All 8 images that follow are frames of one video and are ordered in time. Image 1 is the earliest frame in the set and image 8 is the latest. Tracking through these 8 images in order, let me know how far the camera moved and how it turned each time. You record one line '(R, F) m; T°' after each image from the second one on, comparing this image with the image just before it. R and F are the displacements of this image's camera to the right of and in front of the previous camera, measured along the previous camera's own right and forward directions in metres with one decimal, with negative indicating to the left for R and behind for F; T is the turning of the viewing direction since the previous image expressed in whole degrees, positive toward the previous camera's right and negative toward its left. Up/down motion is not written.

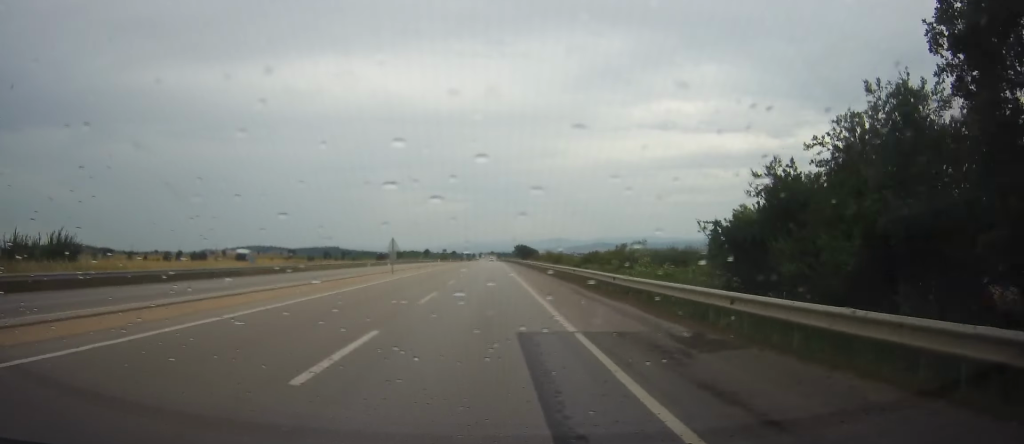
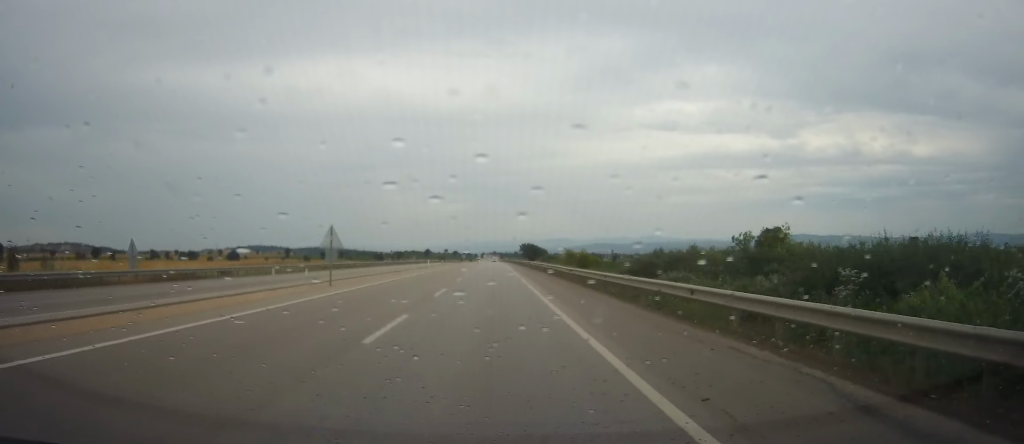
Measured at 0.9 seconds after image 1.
(+0.2, +20.7) m; 0°
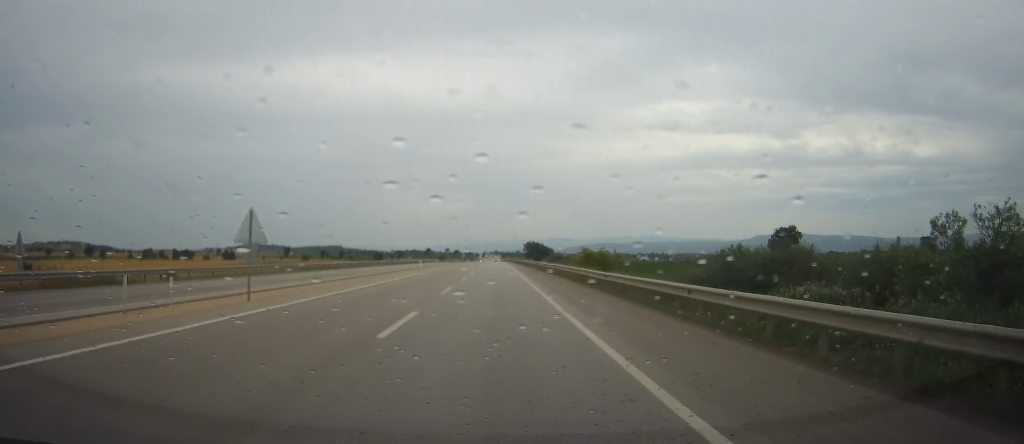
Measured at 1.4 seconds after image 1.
(+0.1, +11.0) m; 0°
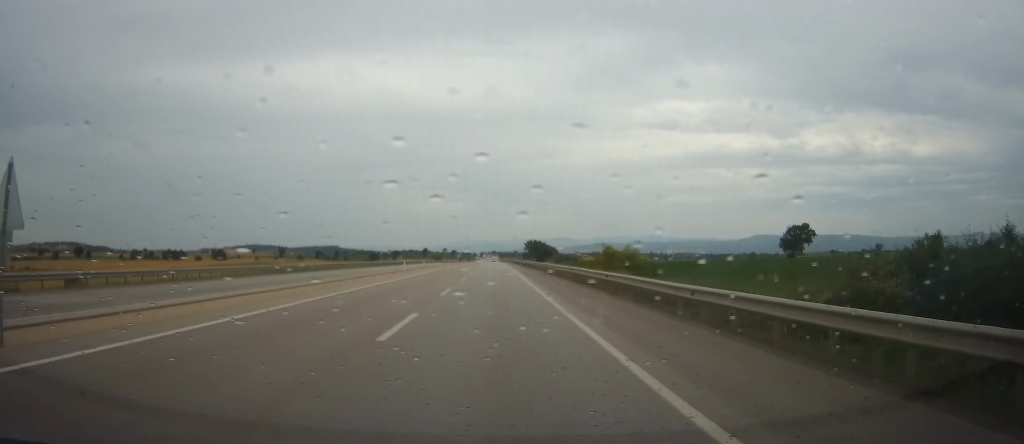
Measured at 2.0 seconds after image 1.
(-0.1, +12.3) m; 0°
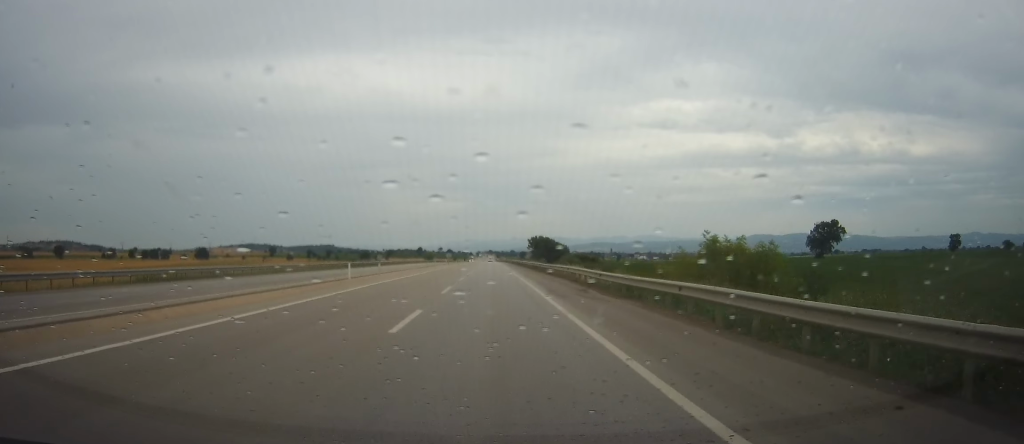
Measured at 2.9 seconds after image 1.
(-0.1, +22.1) m; +1°
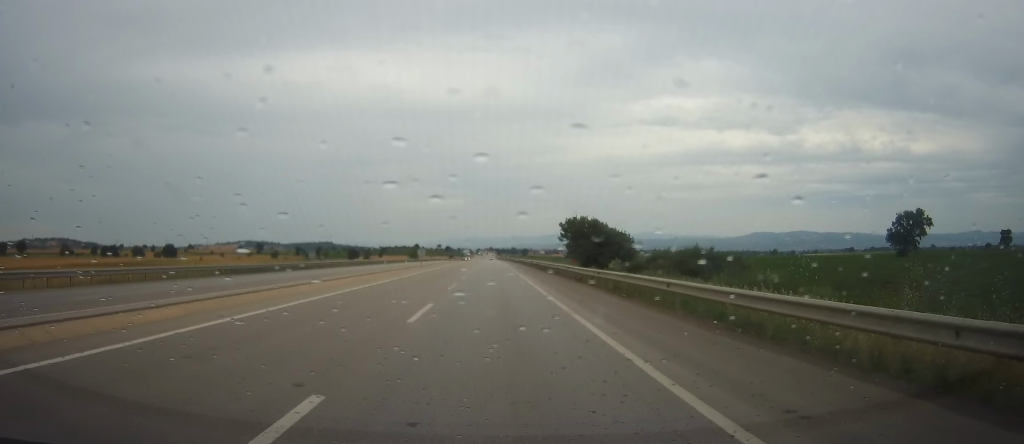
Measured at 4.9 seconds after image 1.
(+0.5, +45.1) m; -1°
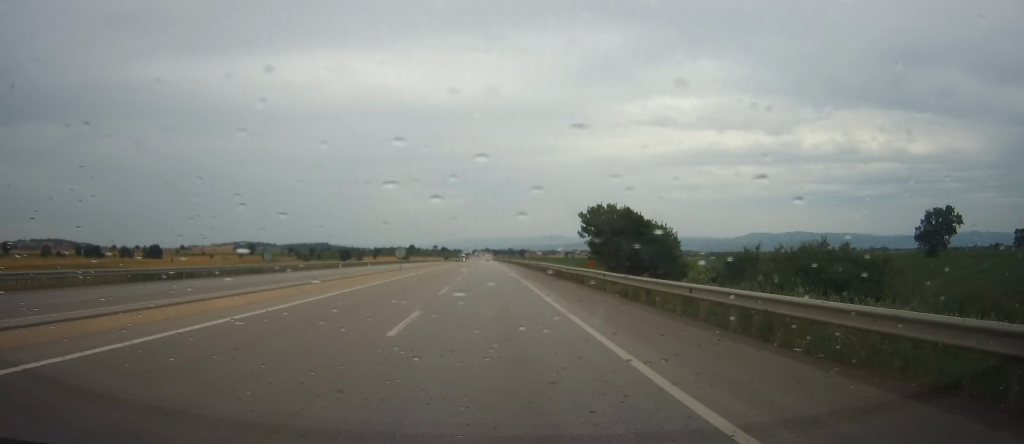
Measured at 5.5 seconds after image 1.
(-0.2, +14.0) m; -1°
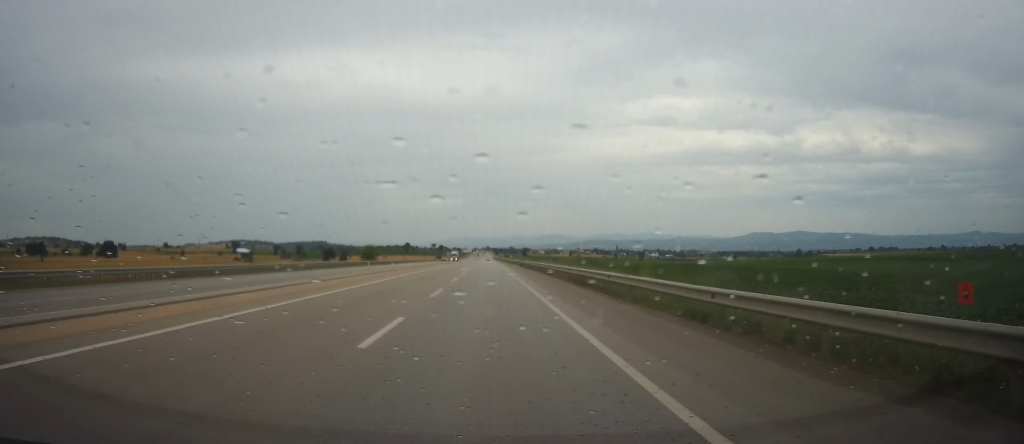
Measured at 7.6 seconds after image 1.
(+0.8, +49.6) m; +1°
